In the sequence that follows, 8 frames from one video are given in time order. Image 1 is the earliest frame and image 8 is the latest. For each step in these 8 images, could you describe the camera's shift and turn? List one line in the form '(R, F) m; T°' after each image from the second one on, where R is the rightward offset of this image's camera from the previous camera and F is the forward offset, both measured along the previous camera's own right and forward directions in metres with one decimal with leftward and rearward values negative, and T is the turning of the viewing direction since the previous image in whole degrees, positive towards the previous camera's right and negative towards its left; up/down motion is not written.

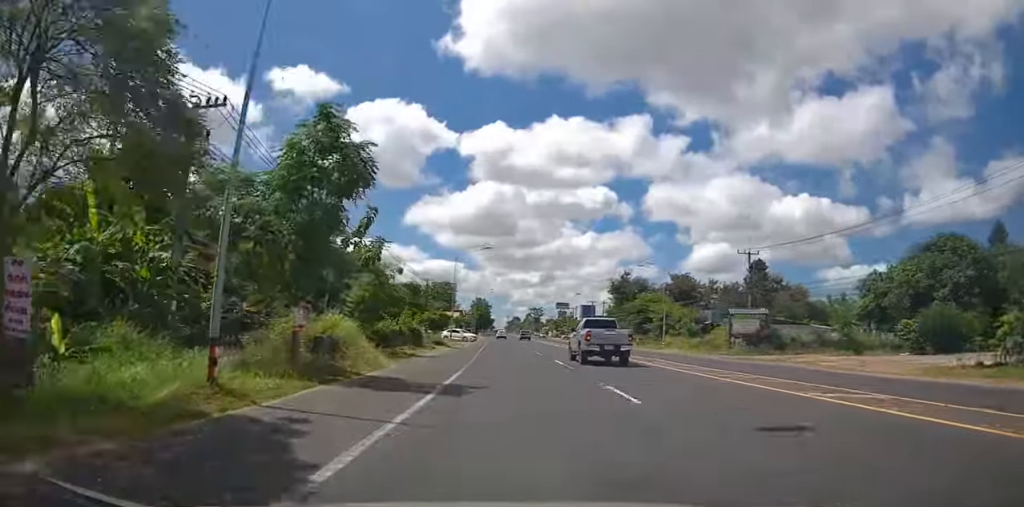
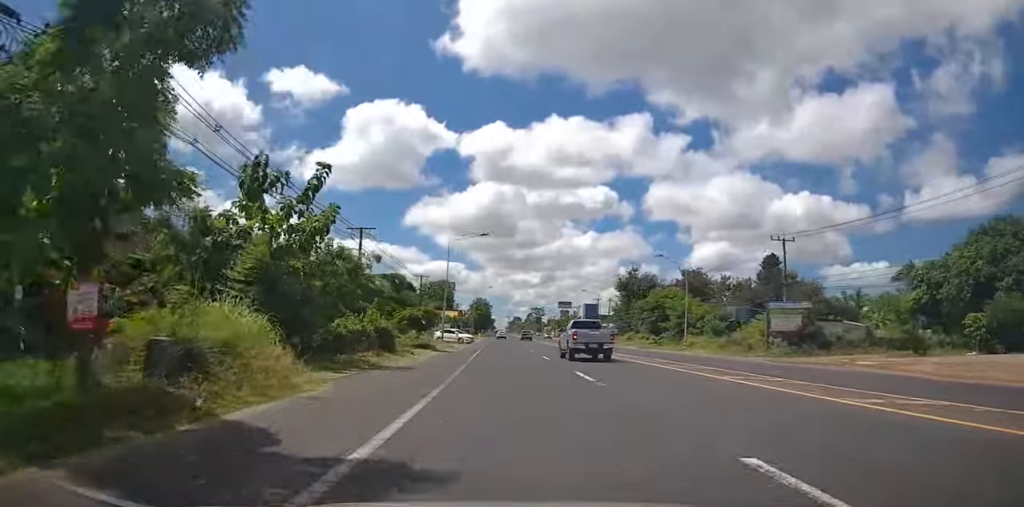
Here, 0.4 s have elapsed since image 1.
(0.0, +7.5) m; +1°
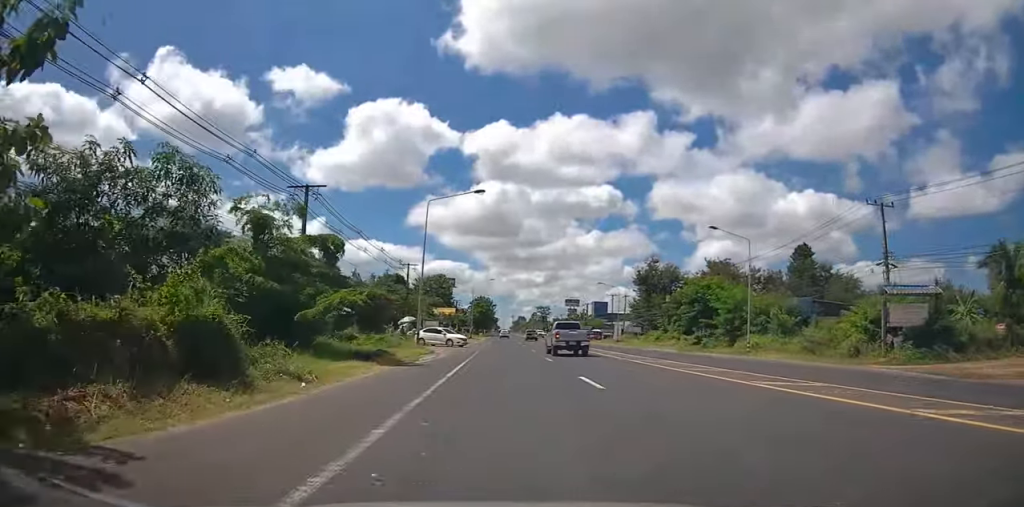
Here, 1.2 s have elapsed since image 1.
(+0.2, +14.3) m; 0°
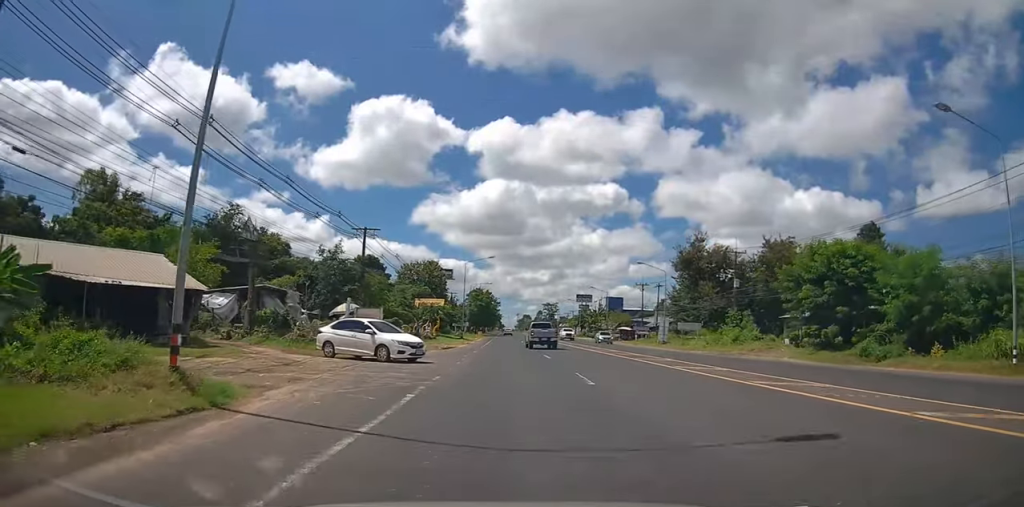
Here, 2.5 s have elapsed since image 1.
(-0.4, +24.4) m; -2°
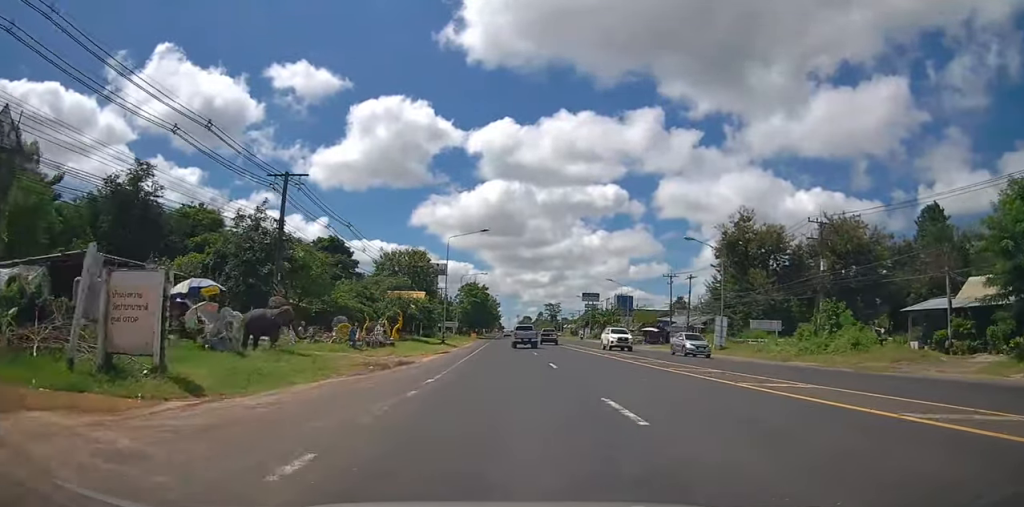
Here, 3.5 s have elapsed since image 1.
(-0.1, +17.9) m; 0°
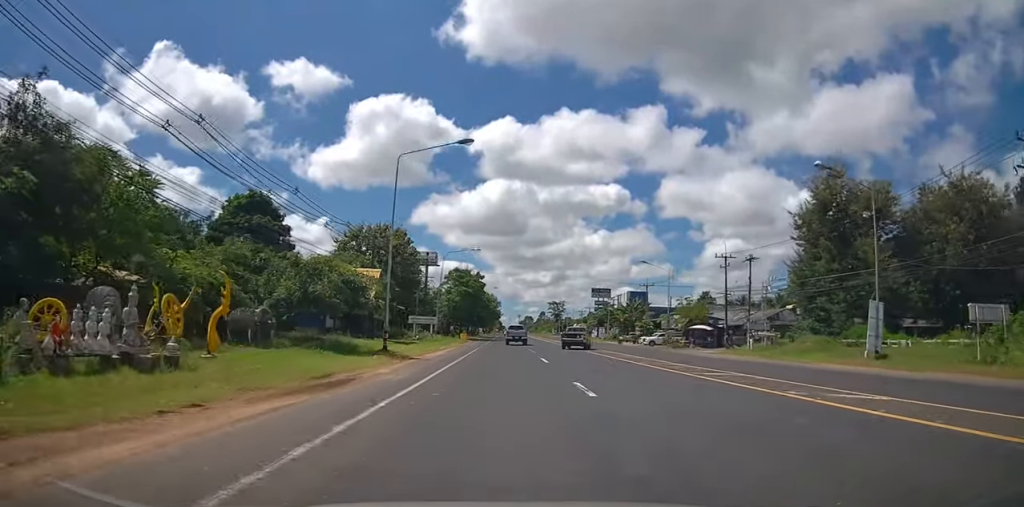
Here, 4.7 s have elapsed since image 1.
(+0.1, +21.3) m; 0°
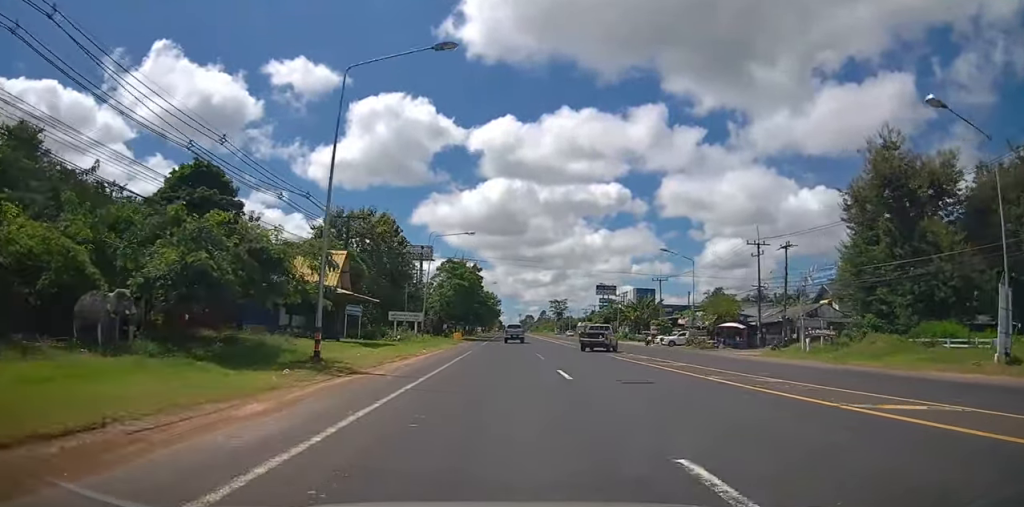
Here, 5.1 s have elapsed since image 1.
(0.0, +8.5) m; 0°
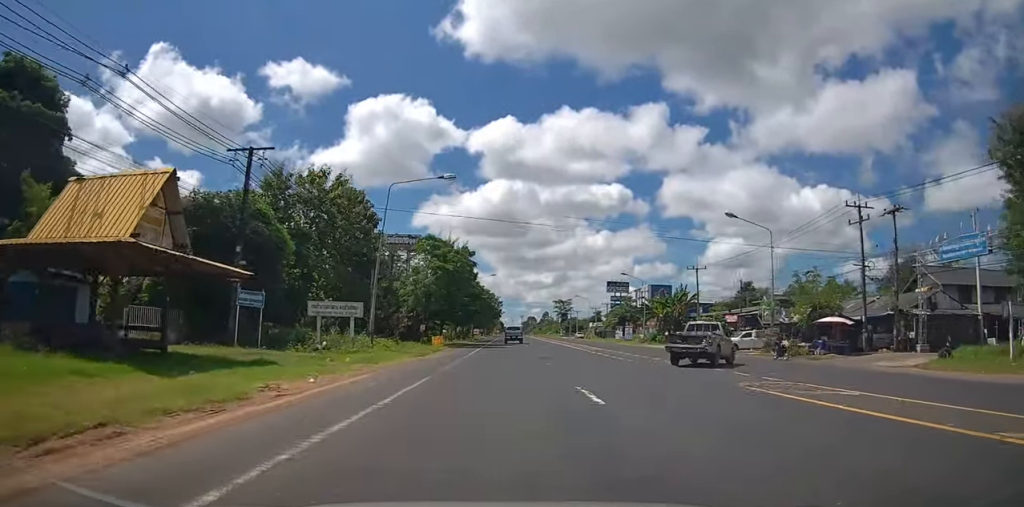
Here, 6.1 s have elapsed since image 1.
(0.0, +17.1) m; 0°
